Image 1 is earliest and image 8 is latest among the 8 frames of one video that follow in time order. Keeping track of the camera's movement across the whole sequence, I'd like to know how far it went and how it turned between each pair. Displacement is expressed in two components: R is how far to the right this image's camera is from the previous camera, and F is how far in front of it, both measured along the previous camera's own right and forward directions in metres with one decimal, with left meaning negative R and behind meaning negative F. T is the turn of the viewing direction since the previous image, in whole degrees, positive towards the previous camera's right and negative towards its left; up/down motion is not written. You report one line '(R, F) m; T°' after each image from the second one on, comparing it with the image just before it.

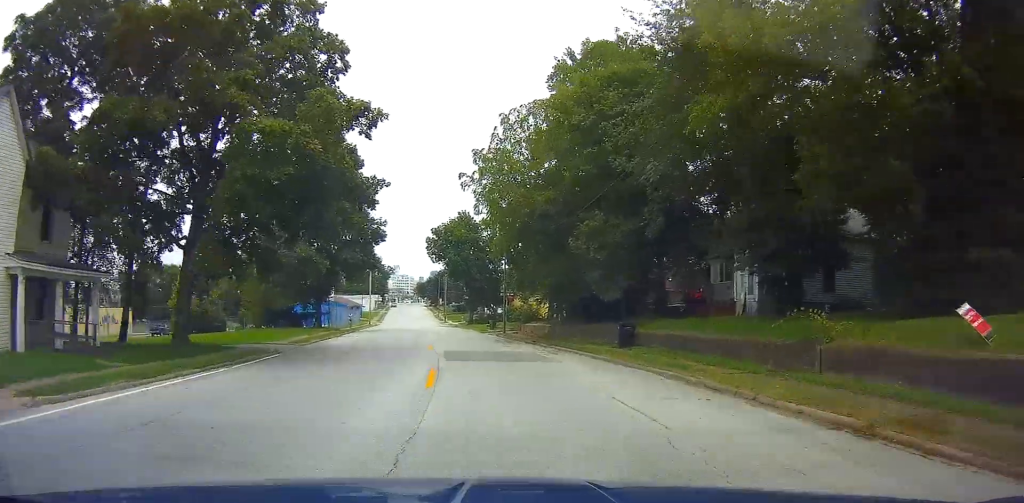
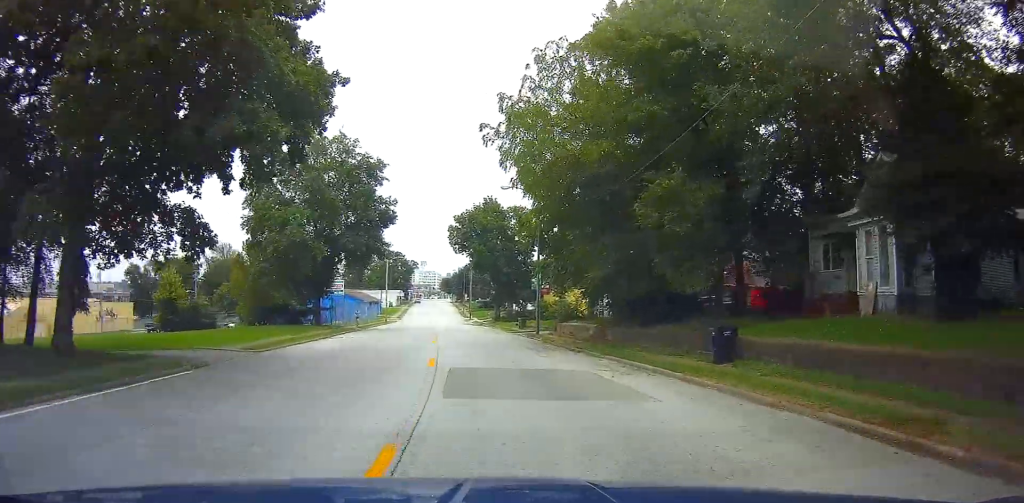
(-0.4, +8.8) m; -2°
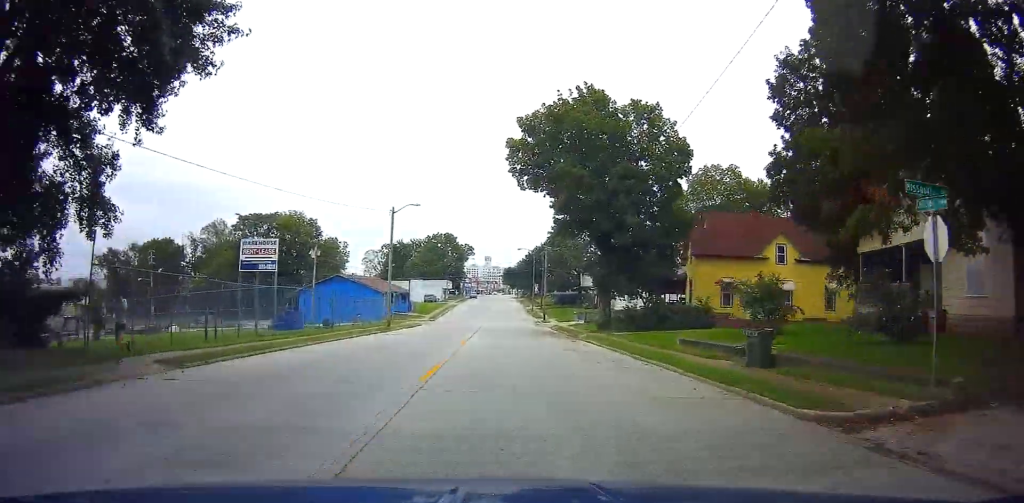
(-1.8, +40.2) m; -3°
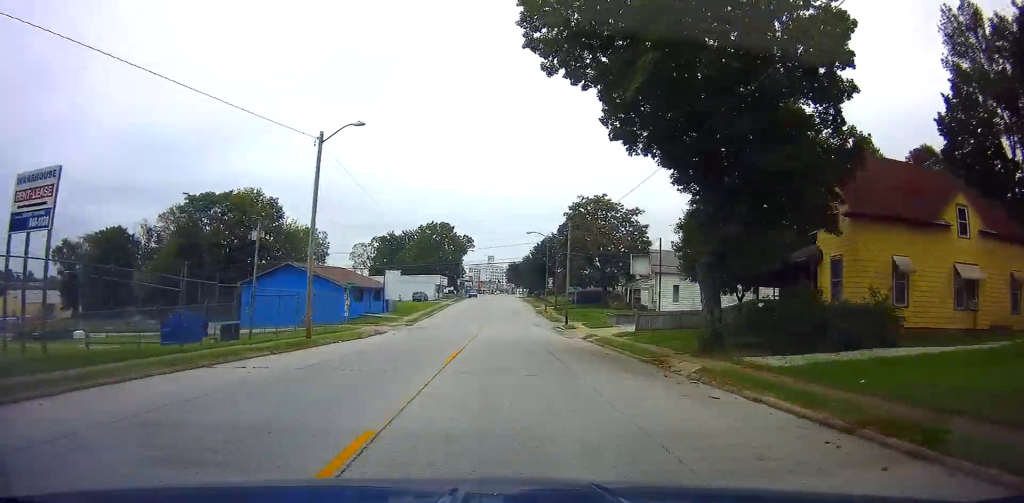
(+0.1, +19.8) m; 0°
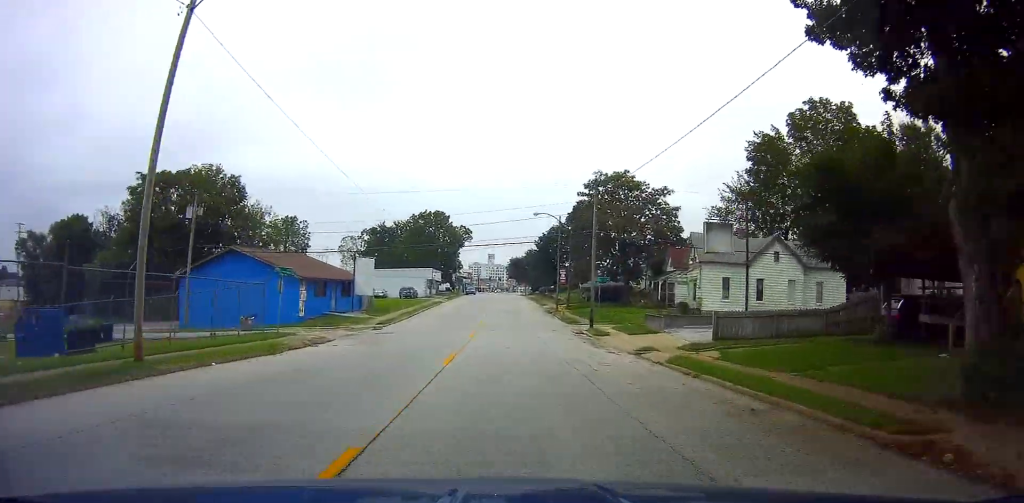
(-0.2, +13.1) m; 0°
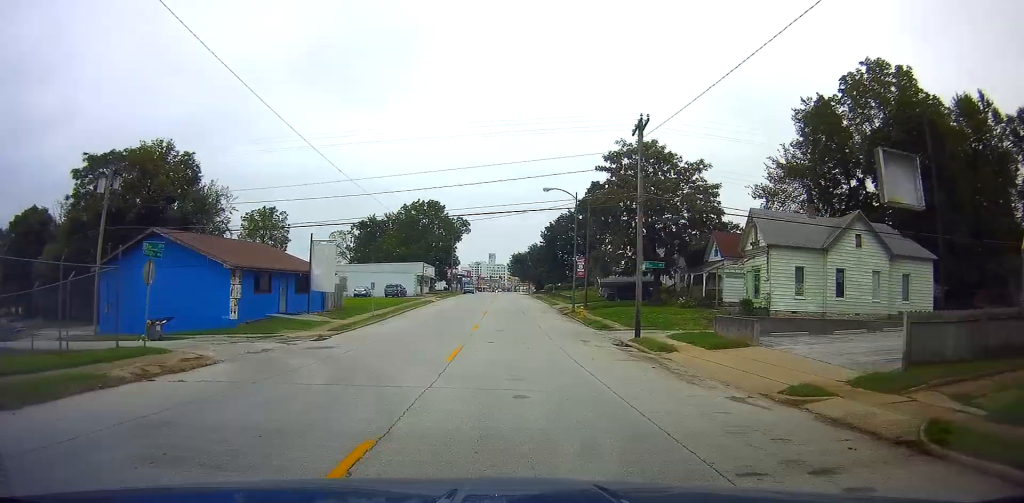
(-0.1, +11.8) m; 0°
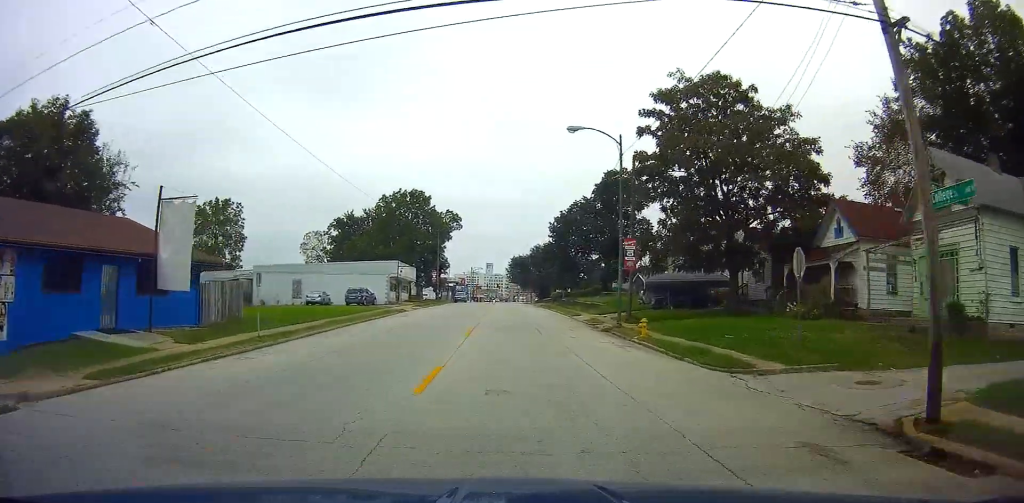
(+0.2, +17.9) m; +1°
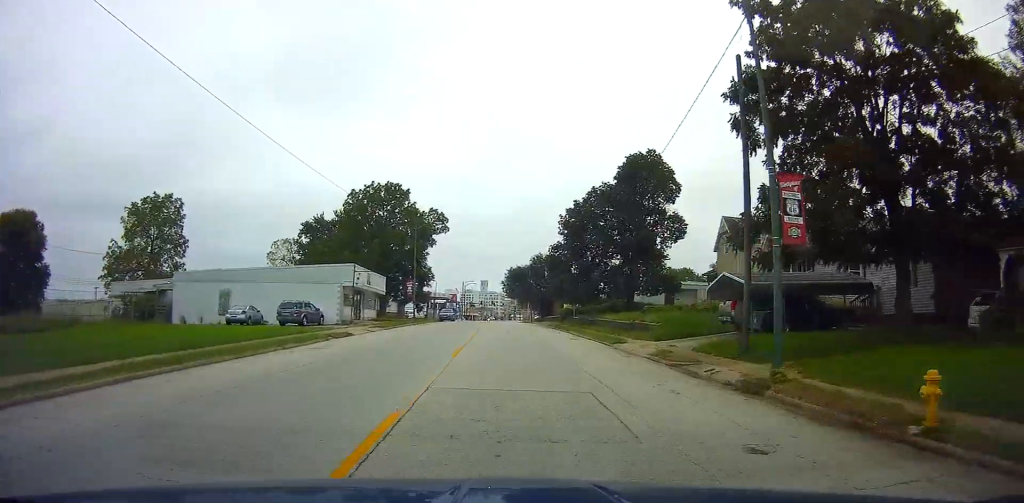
(+0.1, +16.3) m; -1°
